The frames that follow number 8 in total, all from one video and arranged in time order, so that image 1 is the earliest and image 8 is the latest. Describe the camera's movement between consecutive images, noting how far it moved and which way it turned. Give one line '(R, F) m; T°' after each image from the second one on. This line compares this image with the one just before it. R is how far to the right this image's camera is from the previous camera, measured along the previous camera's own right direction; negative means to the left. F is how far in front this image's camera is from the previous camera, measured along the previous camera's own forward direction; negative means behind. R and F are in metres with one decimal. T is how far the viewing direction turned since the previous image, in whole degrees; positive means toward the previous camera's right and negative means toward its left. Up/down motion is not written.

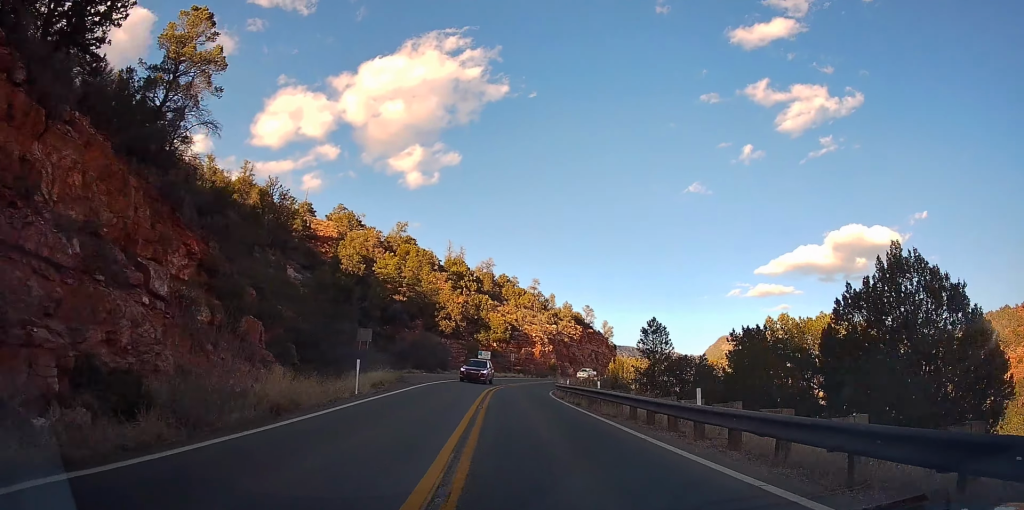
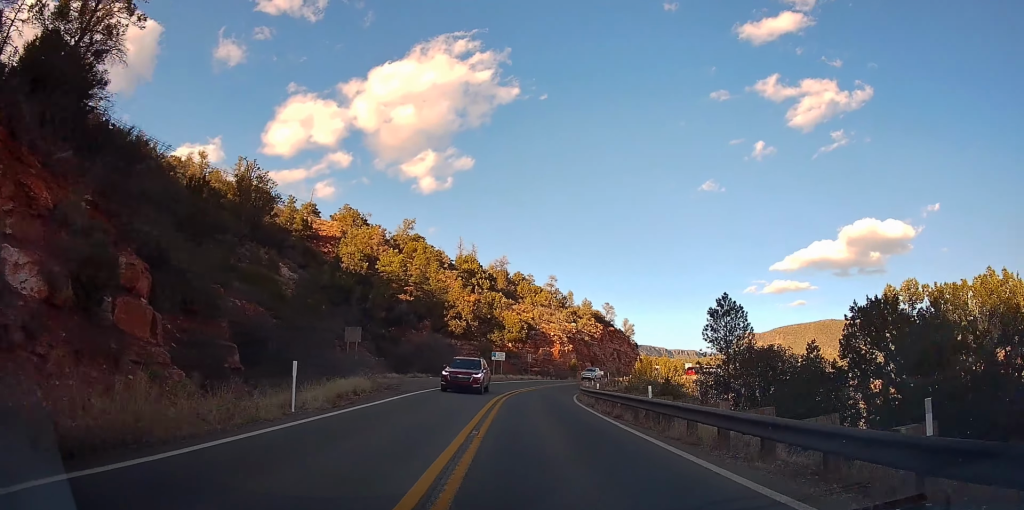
(-0.1, +6.8) m; -1°
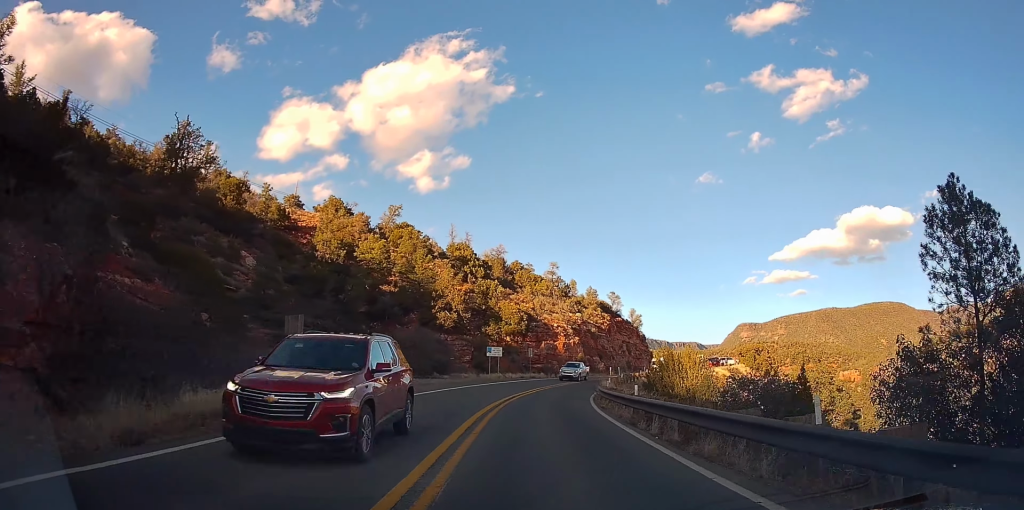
(+0.1, +9.6) m; 0°
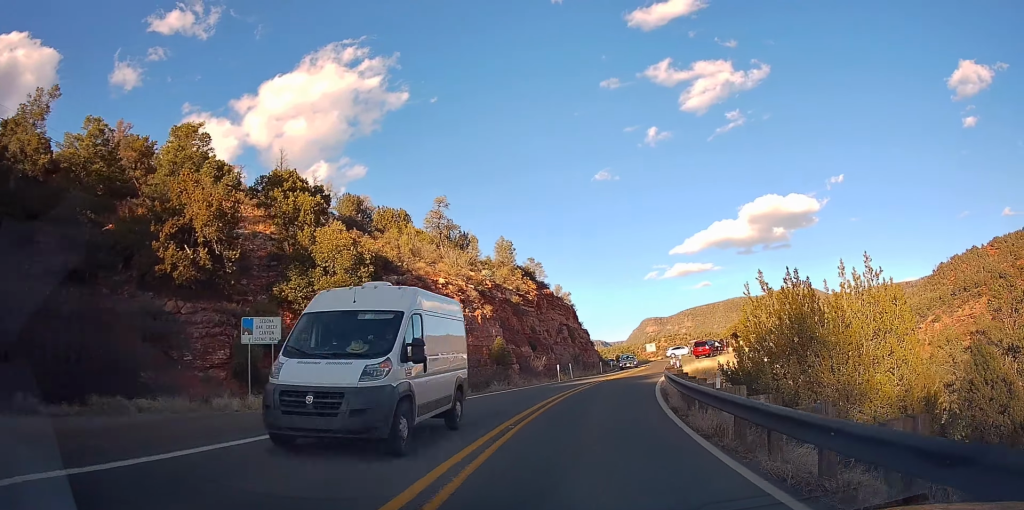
(+2.8, +40.7) m; +13°
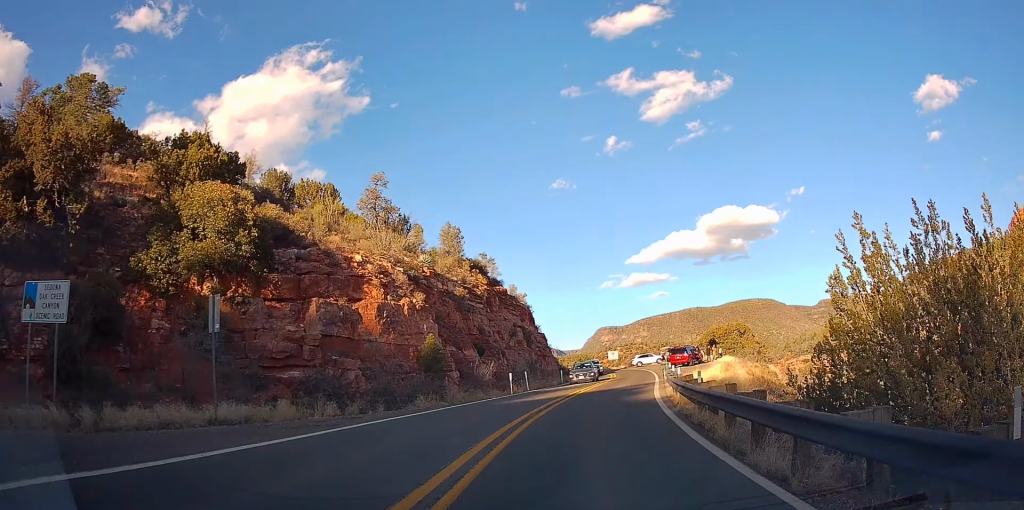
(+0.5, +8.7) m; +3°
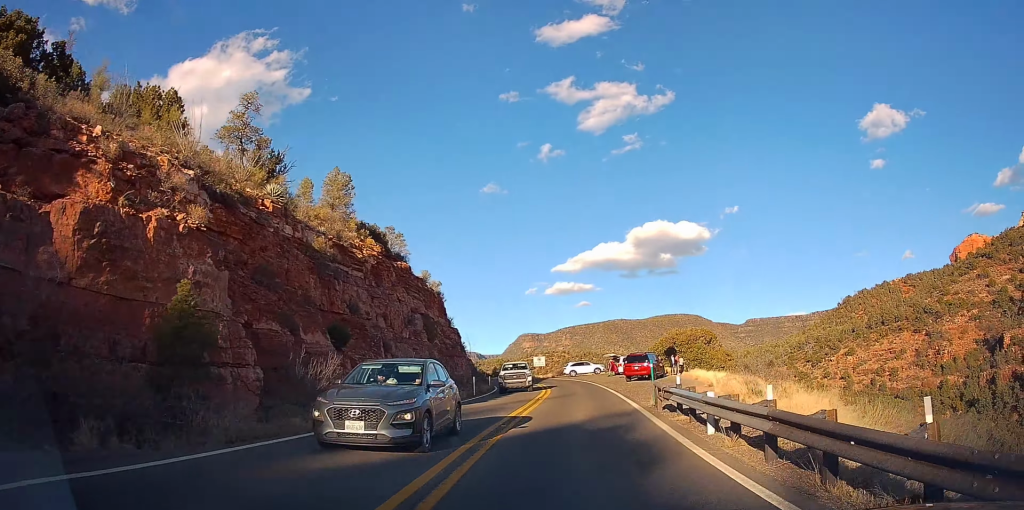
(+0.5, +14.5) m; +4°
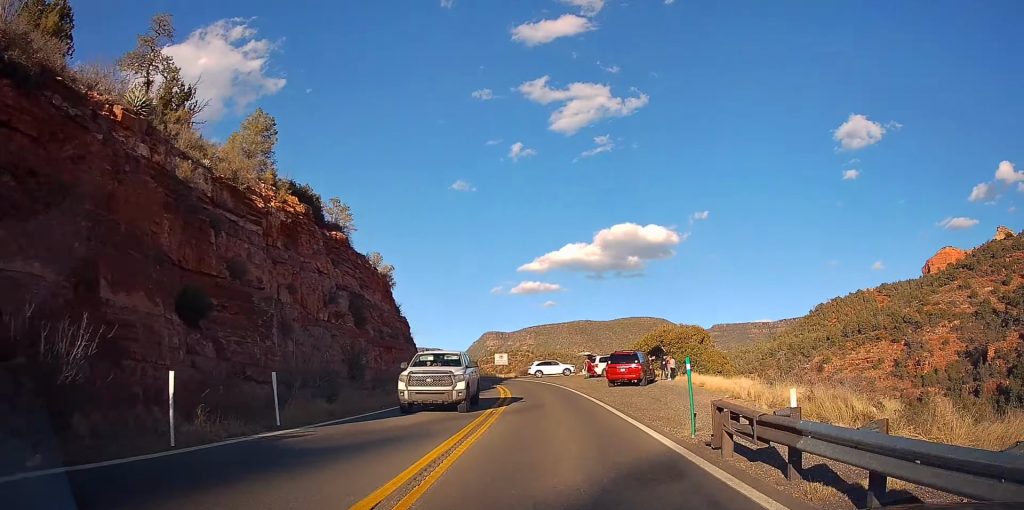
(+0.2, +8.7) m; +3°
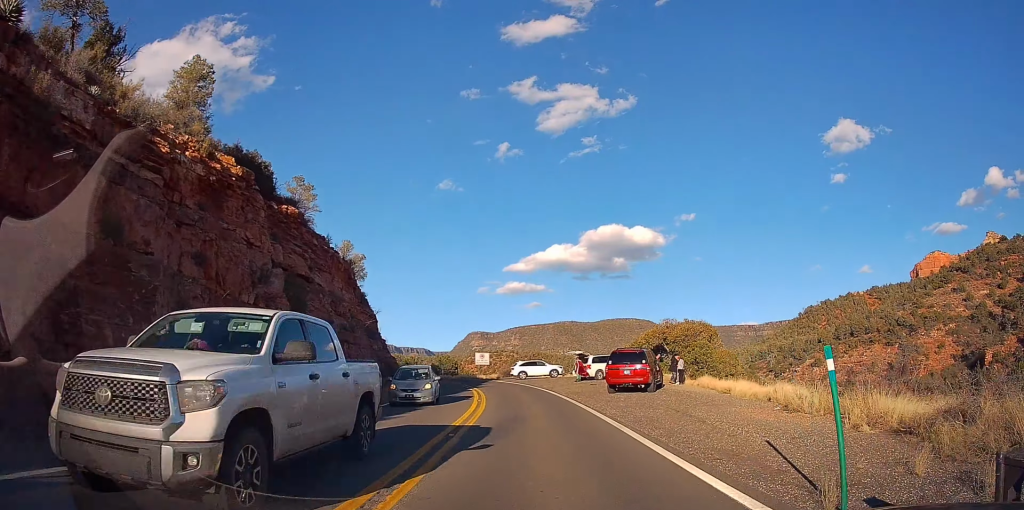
(0.0, +6.1) m; +2°
